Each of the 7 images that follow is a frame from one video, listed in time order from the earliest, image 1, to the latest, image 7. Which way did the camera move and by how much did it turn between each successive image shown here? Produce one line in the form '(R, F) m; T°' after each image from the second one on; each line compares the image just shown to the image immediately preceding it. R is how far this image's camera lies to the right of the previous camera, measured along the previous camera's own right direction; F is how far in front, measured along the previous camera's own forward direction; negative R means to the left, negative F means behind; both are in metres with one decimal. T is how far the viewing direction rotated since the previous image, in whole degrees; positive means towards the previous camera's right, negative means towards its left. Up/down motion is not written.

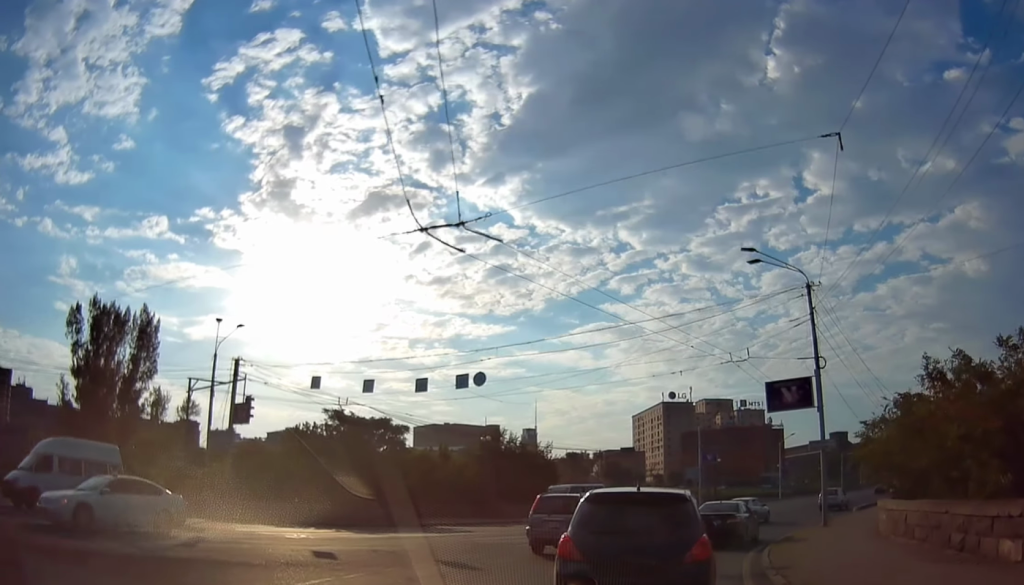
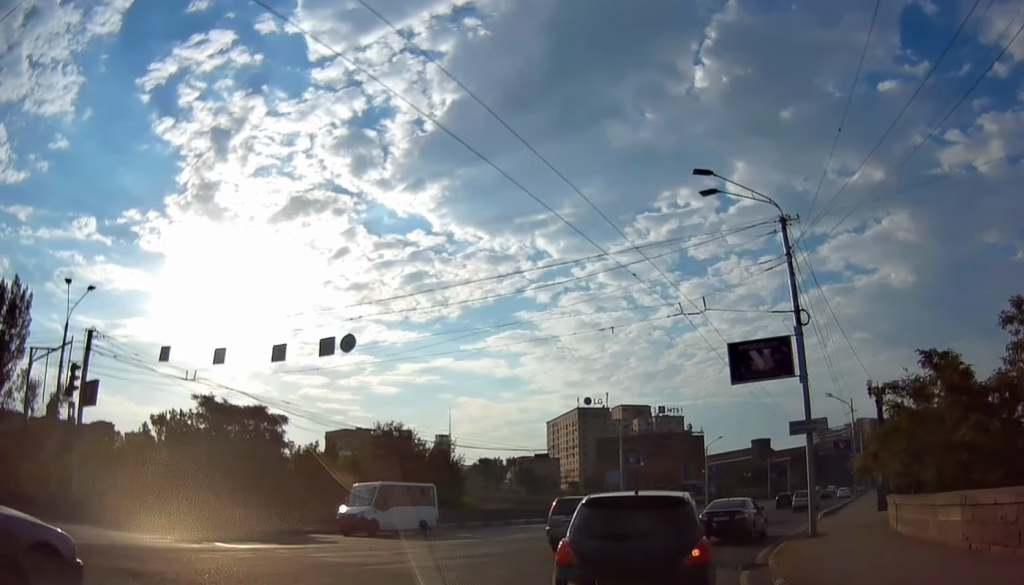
(+0.8, +7.7) m; +9°
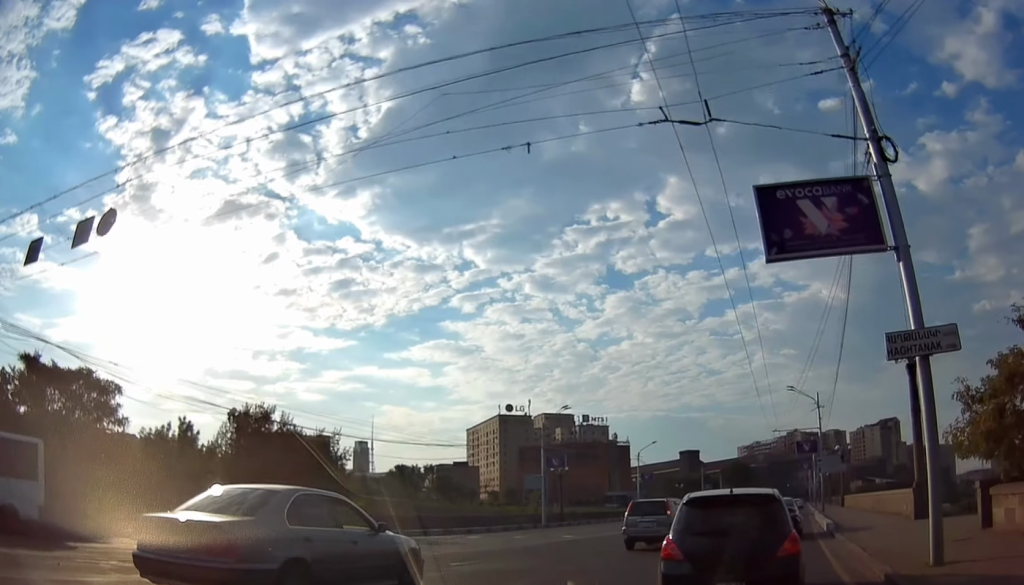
(+1.0, +11.3) m; +10°
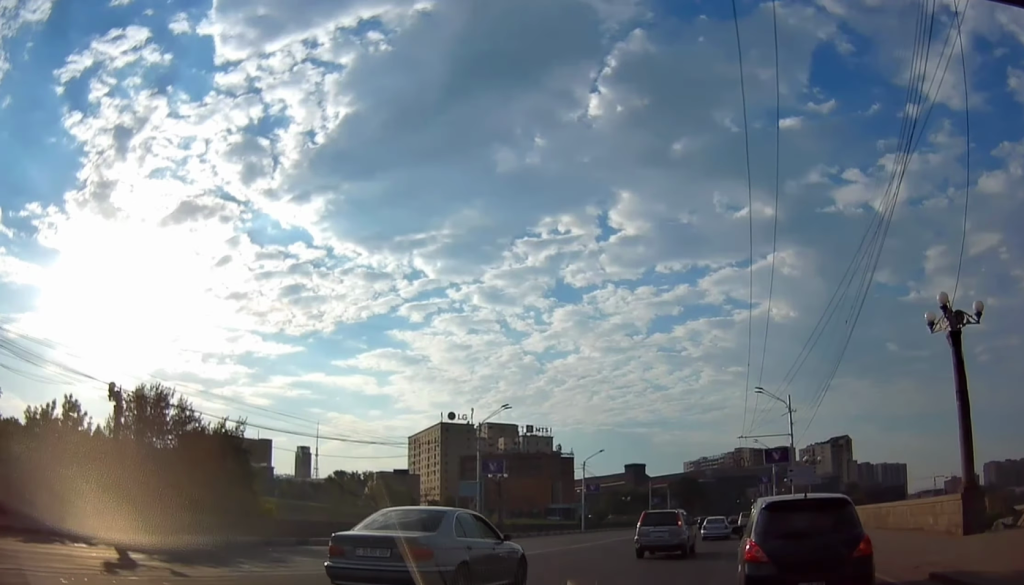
(+0.3, +6.8) m; +4°
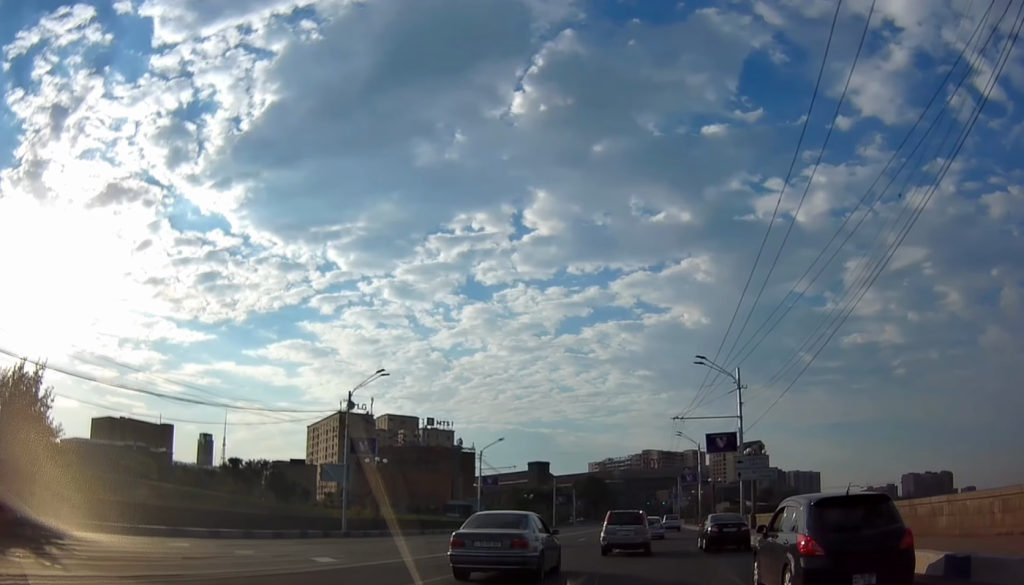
(+0.7, +11.8) m; +5°
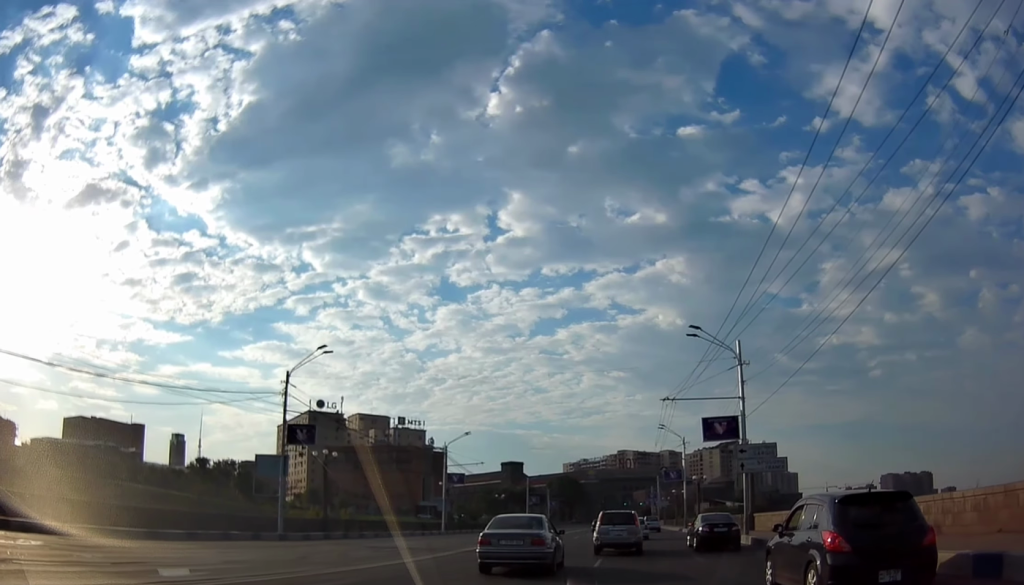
(-0.1, +6.8) m; +2°
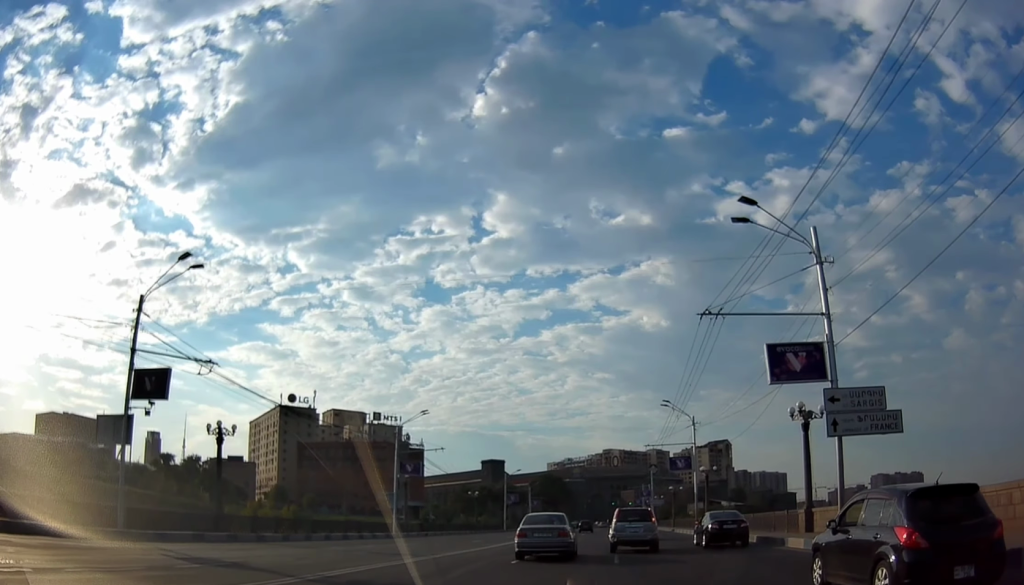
(+0.7, +15.0) m; +5°
